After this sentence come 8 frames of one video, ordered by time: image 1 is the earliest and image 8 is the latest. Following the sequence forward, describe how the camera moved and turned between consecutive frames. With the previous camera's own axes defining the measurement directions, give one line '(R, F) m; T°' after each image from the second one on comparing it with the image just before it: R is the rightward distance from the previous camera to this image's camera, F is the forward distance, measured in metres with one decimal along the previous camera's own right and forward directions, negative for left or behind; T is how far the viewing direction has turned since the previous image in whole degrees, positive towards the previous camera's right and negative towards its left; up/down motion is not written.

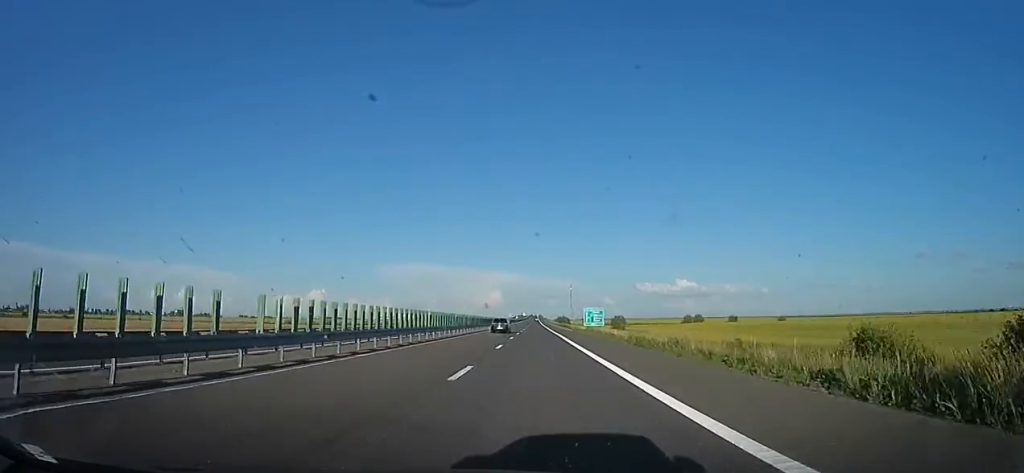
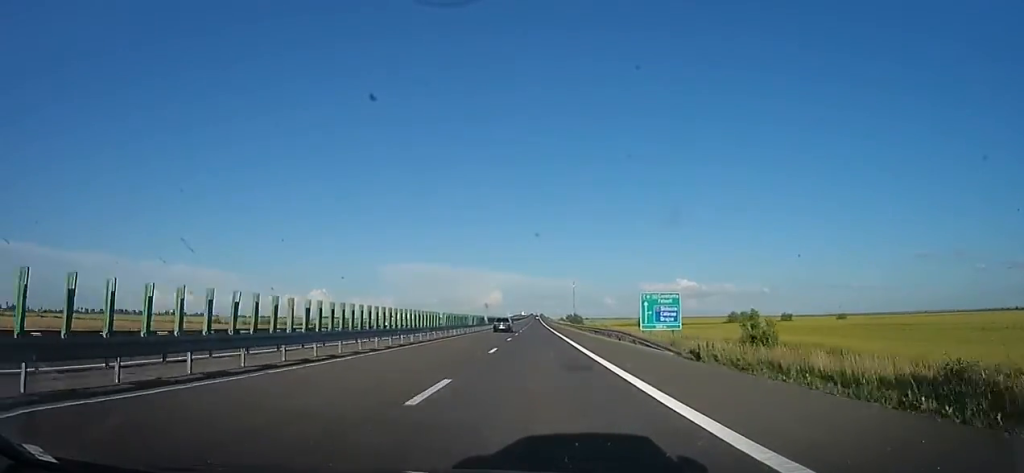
(+0.8, +52.3) m; 0°
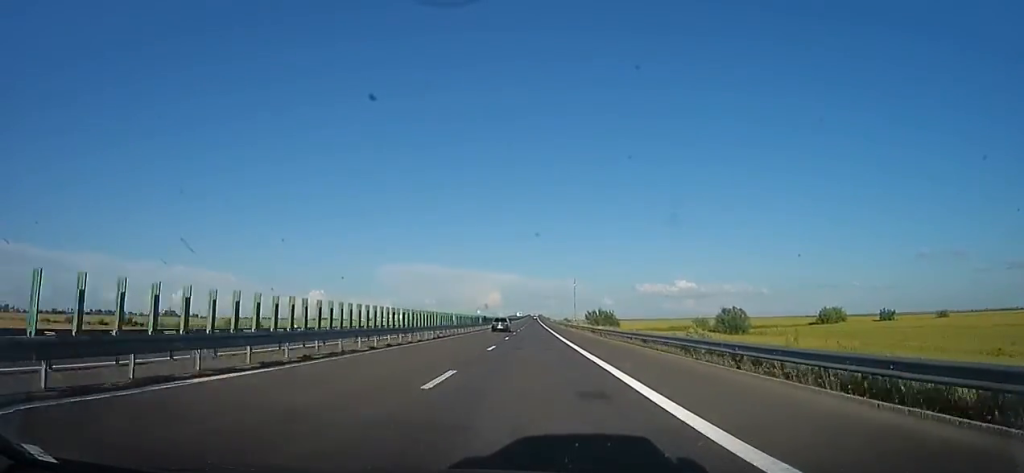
(-0.4, +59.2) m; 0°
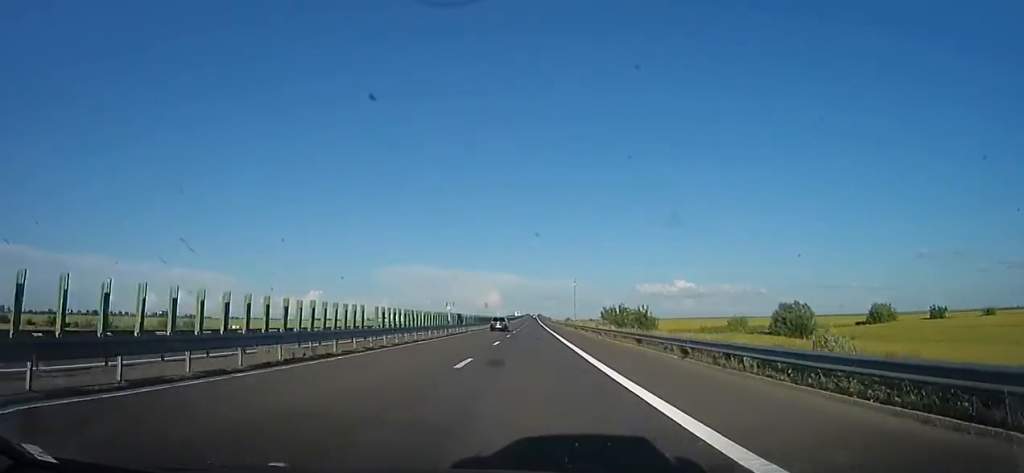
(0.0, +20.2) m; 0°
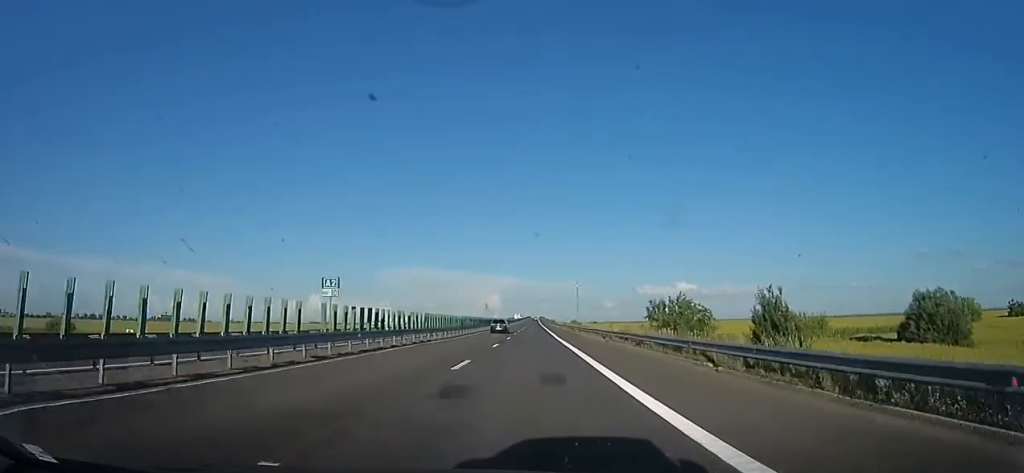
(-1.0, +24.3) m; 0°
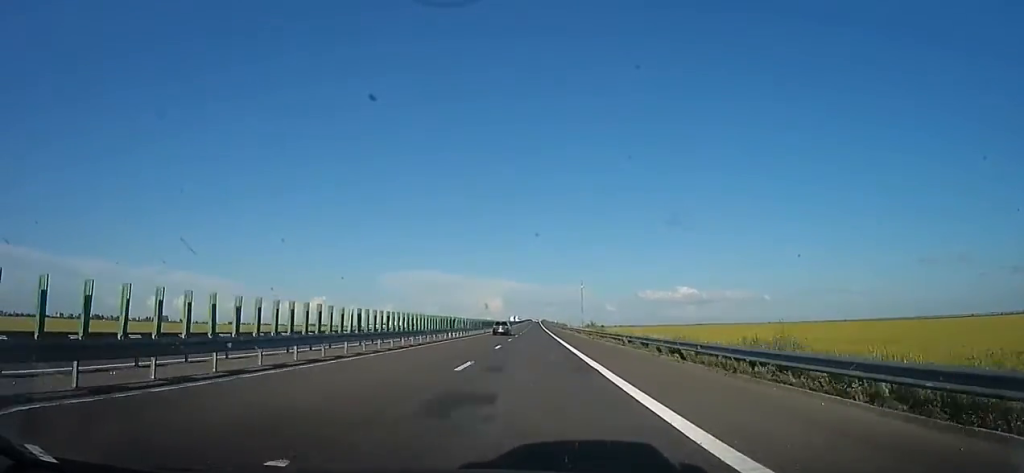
(+1.1, +48.5) m; 0°
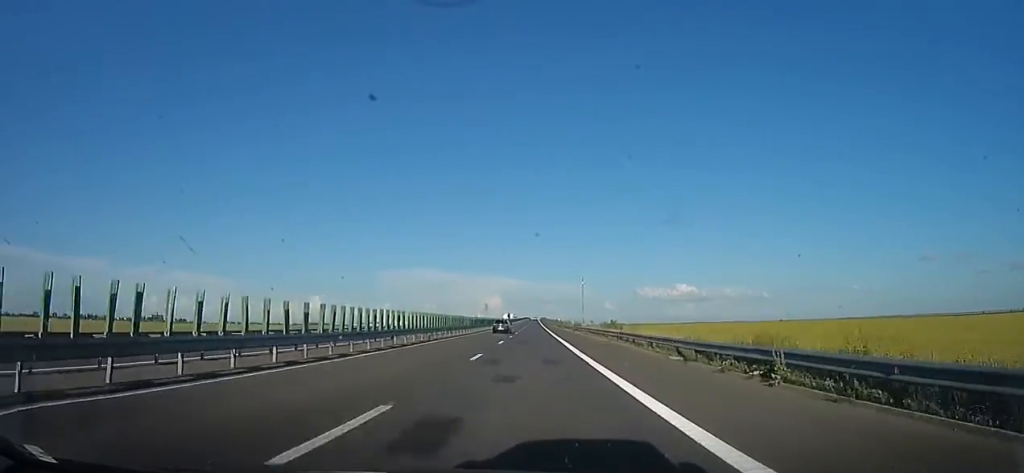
(-0.5, +32.9) m; 0°
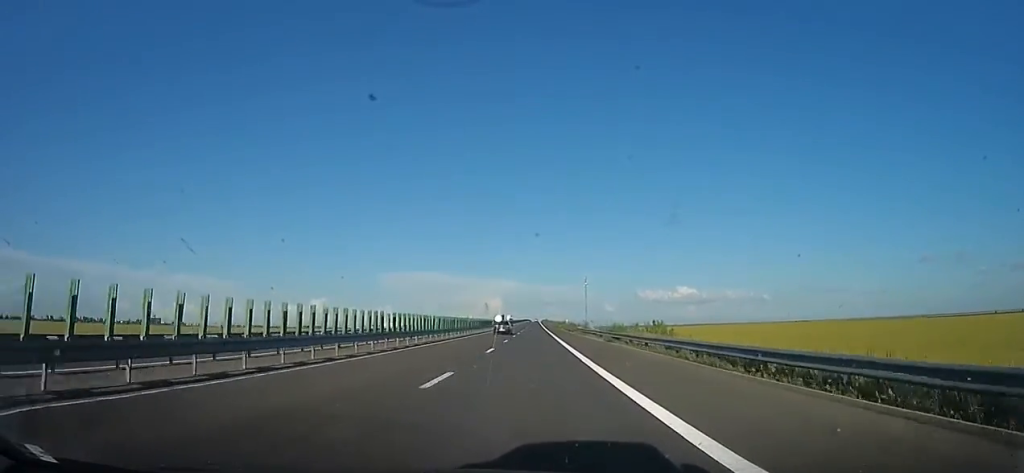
(+0.7, +31.3) m; 0°
